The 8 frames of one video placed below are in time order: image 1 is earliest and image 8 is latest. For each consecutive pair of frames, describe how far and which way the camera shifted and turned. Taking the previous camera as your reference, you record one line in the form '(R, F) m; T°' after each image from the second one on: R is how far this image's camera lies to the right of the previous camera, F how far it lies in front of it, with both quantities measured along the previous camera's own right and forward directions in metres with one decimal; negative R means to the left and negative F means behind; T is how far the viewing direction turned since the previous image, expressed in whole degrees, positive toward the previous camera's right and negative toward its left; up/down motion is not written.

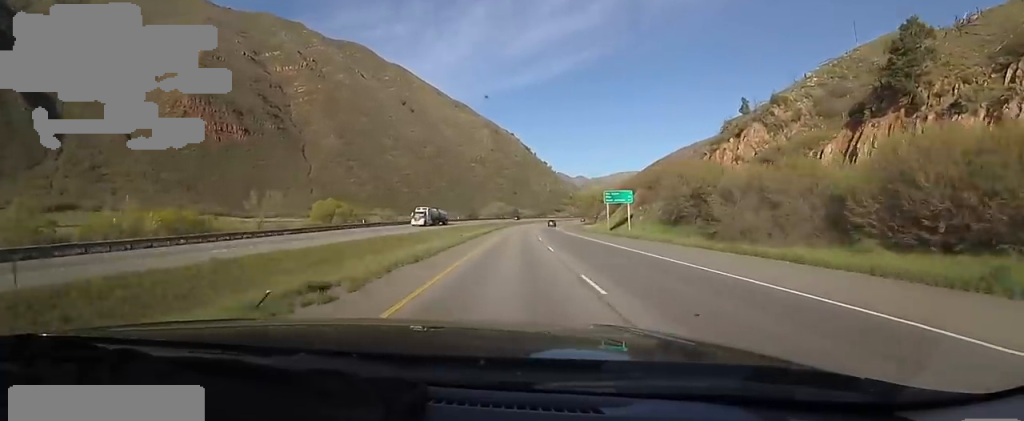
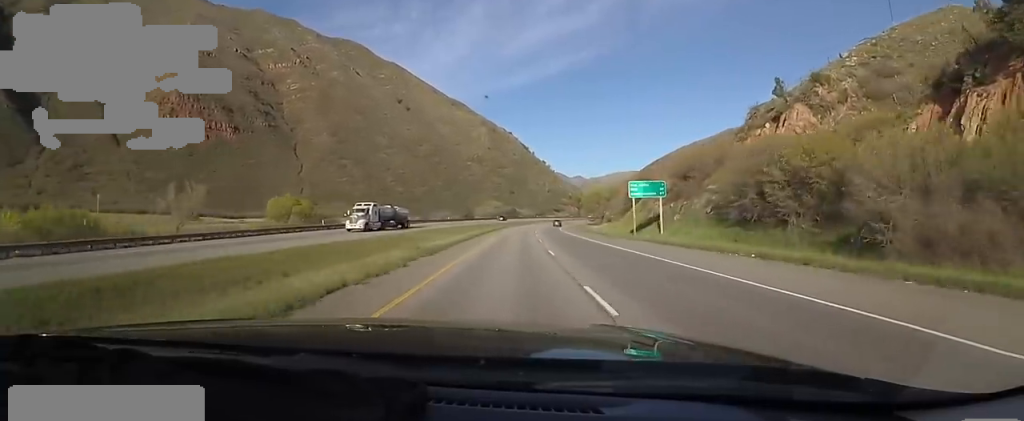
(+0.1, +14.5) m; 0°
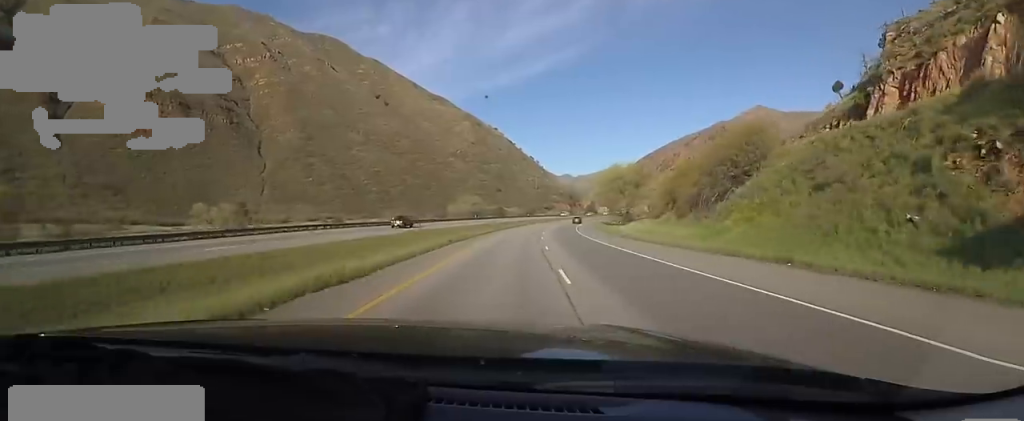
(-0.1, +44.9) m; +2°
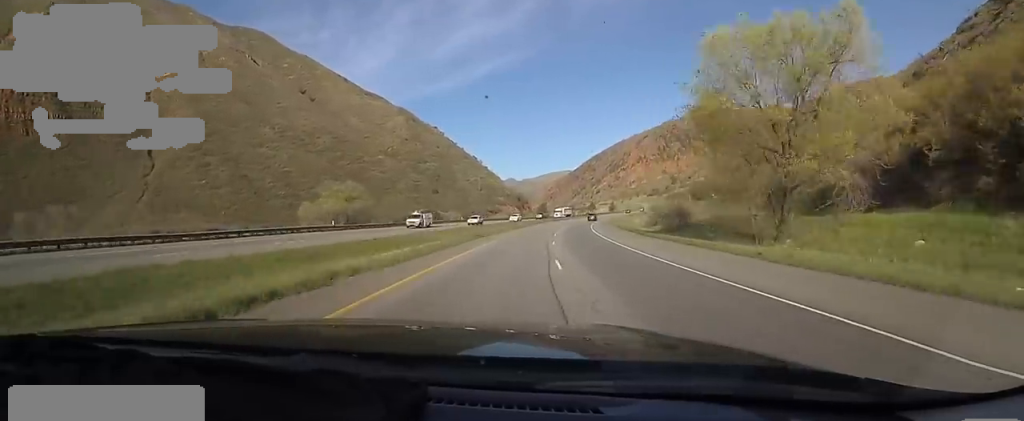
(+3.8, +70.2) m; +6°
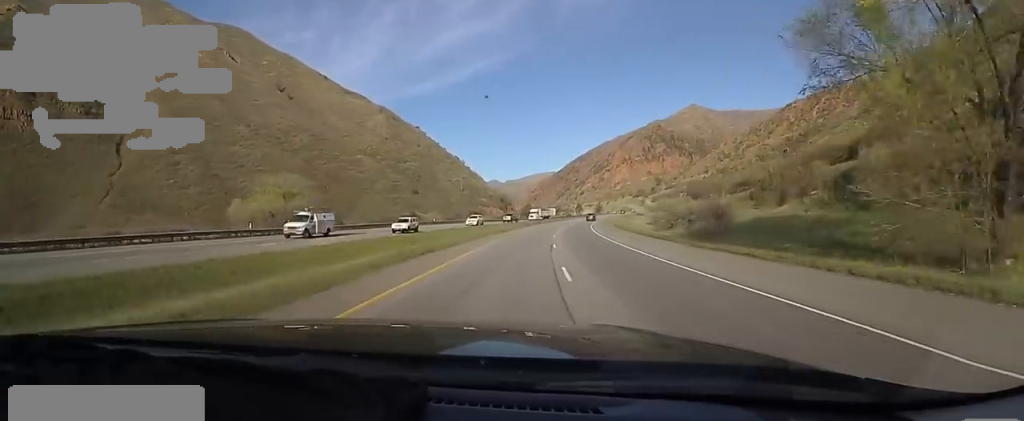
(+0.3, +14.6) m; +2°
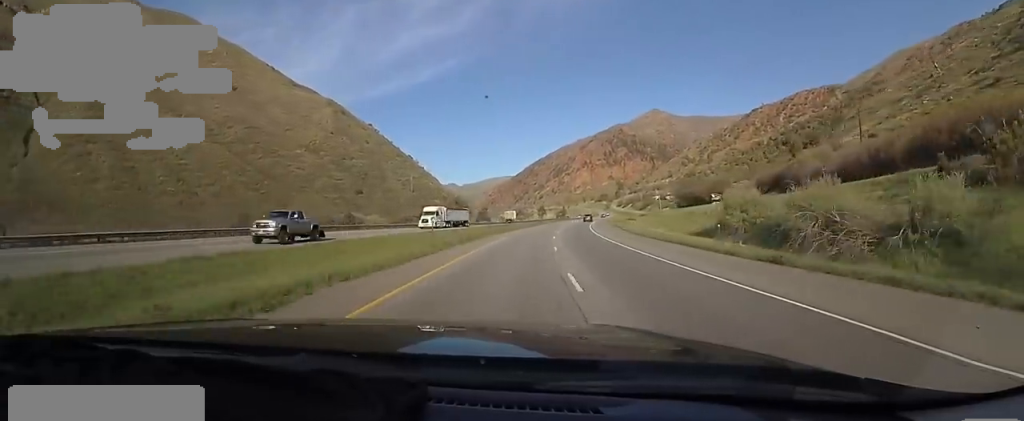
(+2.4, +38.4) m; +6°
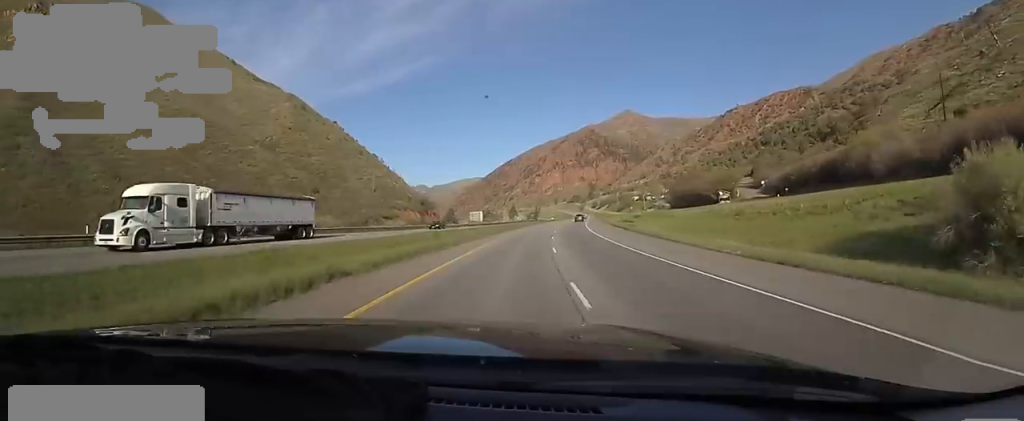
(+0.6, +25.9) m; +3°
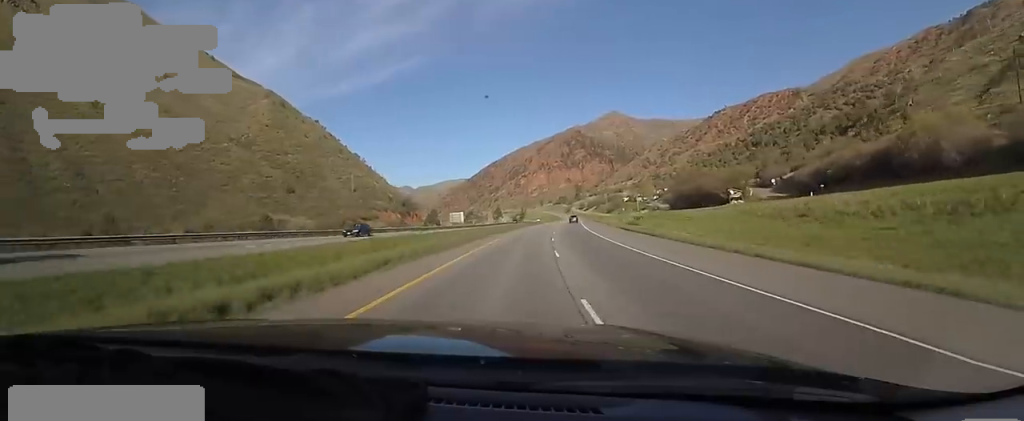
(-0.5, +14.5) m; +3°
